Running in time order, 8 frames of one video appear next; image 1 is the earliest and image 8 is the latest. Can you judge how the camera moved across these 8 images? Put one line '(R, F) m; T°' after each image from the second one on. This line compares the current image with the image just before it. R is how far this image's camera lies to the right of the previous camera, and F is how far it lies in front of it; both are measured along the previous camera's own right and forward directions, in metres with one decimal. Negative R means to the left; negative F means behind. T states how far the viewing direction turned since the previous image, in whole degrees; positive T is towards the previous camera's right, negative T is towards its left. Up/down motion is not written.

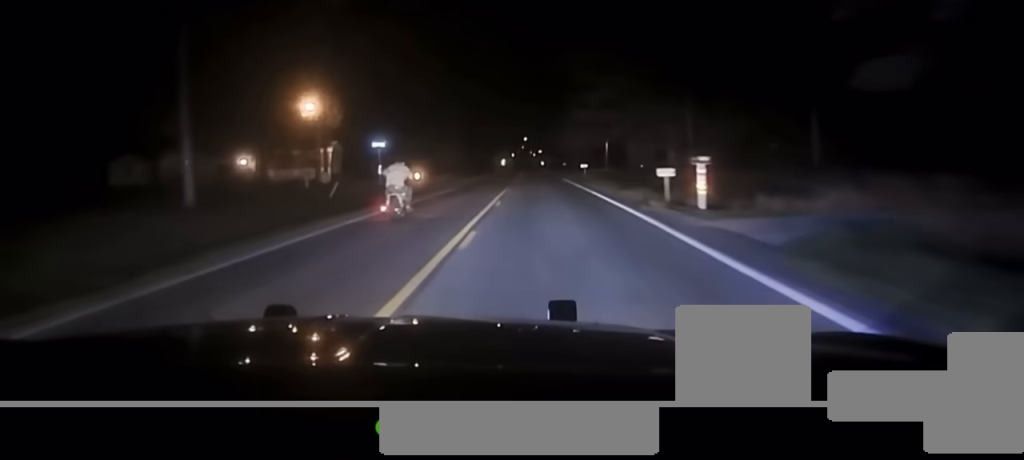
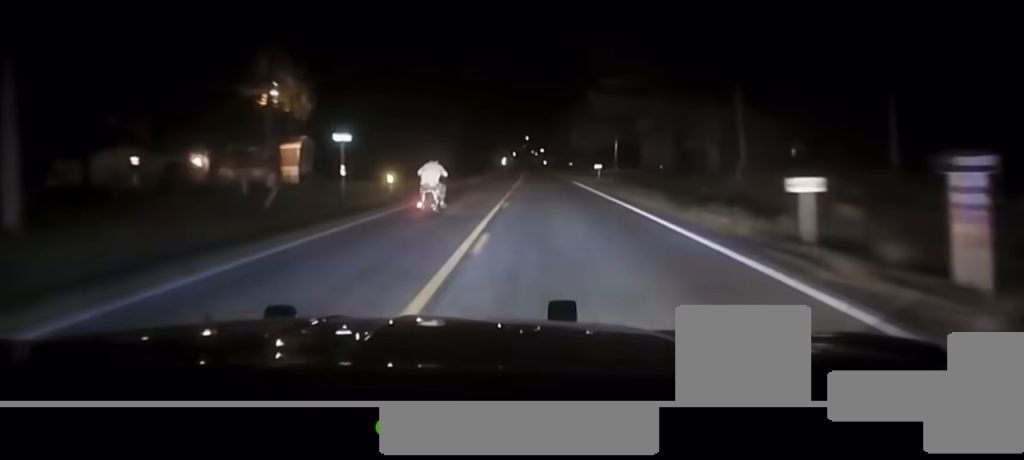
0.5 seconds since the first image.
(0.0, +10.8) m; 0°
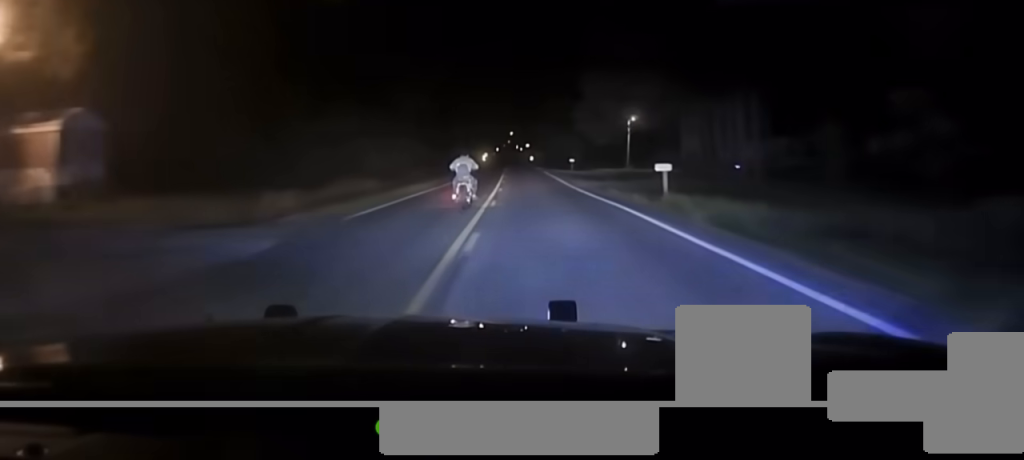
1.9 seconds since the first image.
(0.0, +32.7) m; 0°
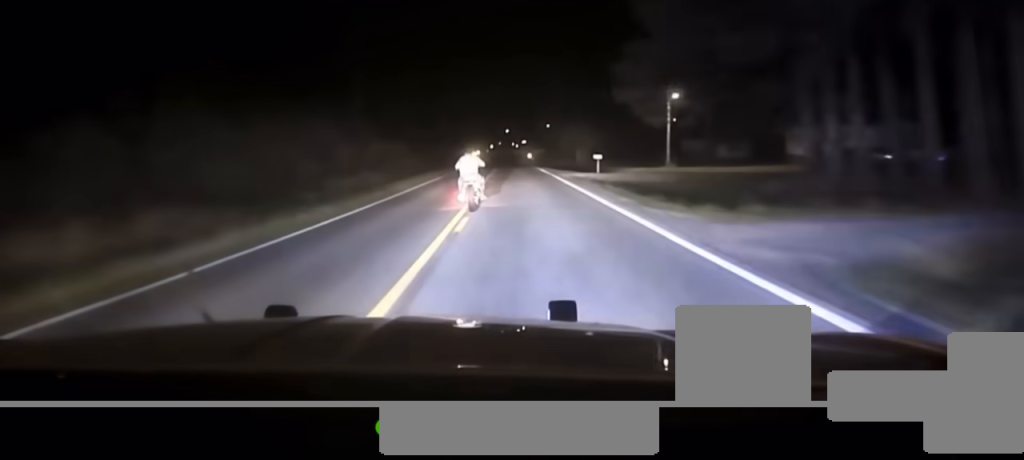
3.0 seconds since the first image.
(0.0, +33.4) m; 0°
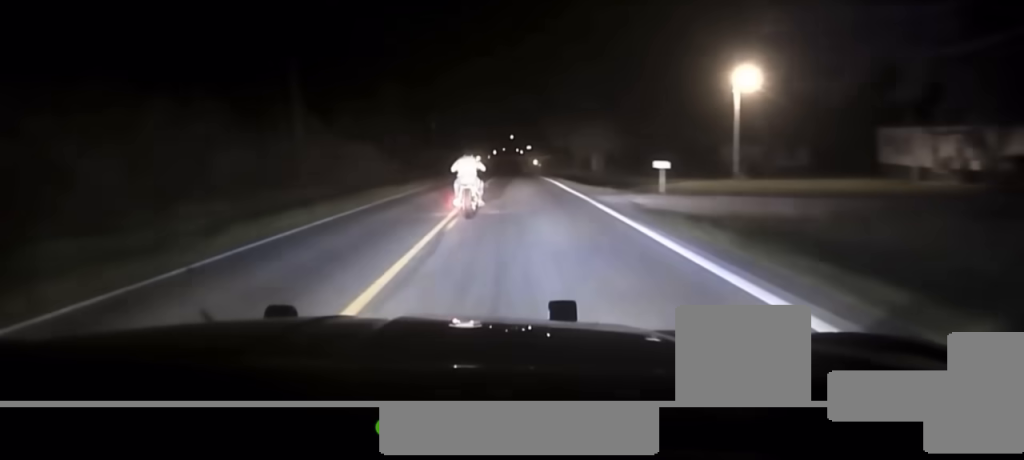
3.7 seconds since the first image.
(+0.1, +26.7) m; 0°
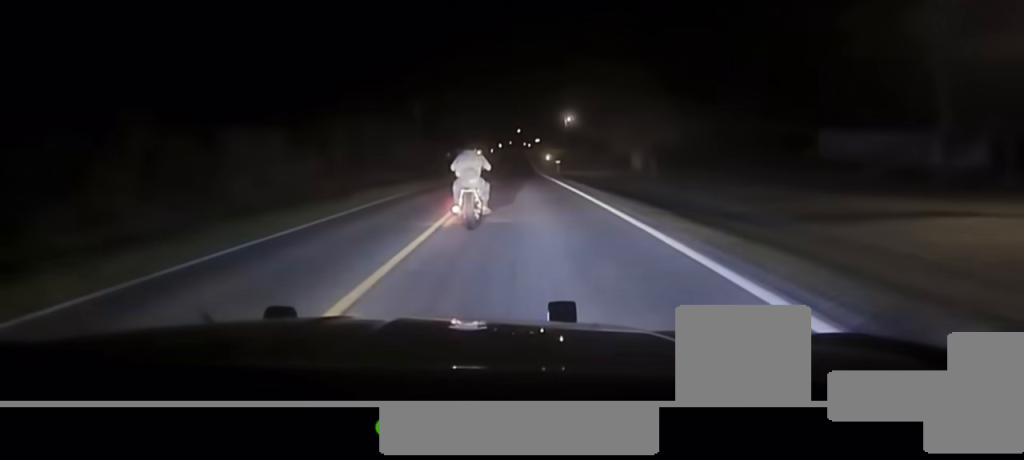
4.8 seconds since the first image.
(0.0, +42.1) m; 0°
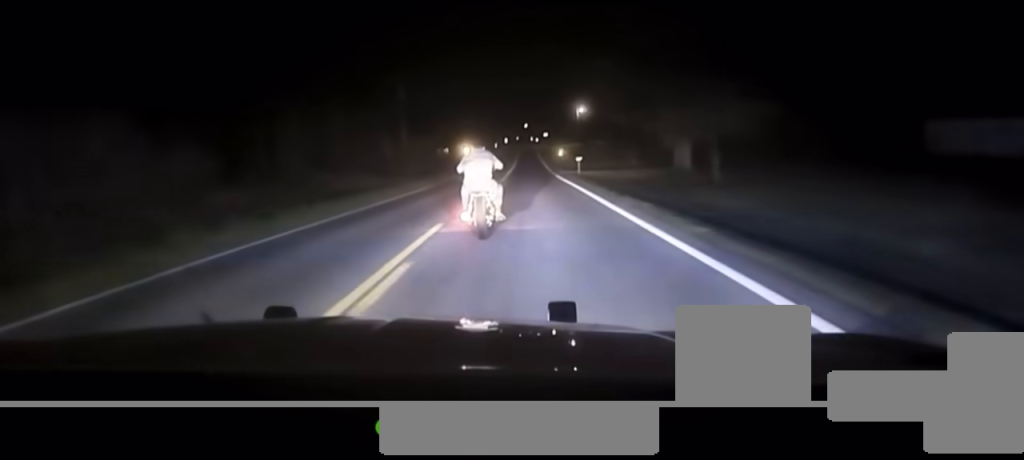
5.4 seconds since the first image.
(0.0, +24.1) m; -1°
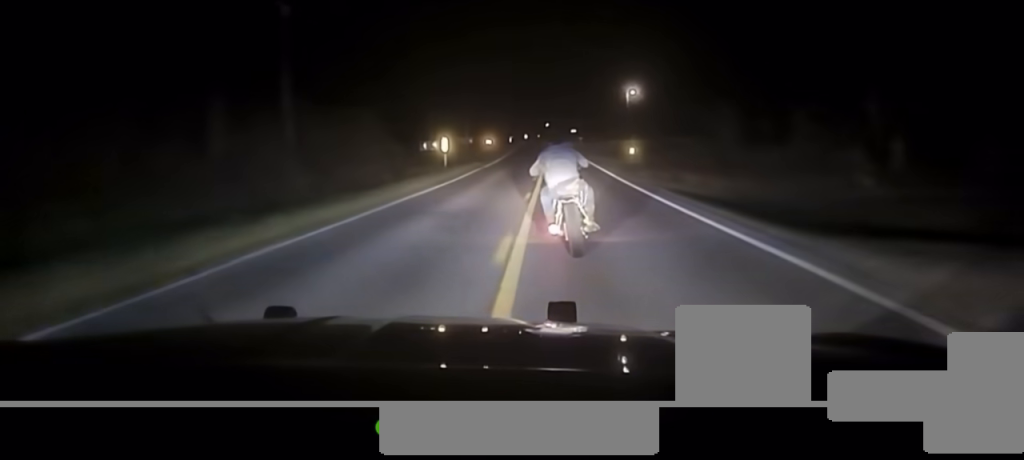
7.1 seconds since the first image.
(-0.9, +59.8) m; -1°
